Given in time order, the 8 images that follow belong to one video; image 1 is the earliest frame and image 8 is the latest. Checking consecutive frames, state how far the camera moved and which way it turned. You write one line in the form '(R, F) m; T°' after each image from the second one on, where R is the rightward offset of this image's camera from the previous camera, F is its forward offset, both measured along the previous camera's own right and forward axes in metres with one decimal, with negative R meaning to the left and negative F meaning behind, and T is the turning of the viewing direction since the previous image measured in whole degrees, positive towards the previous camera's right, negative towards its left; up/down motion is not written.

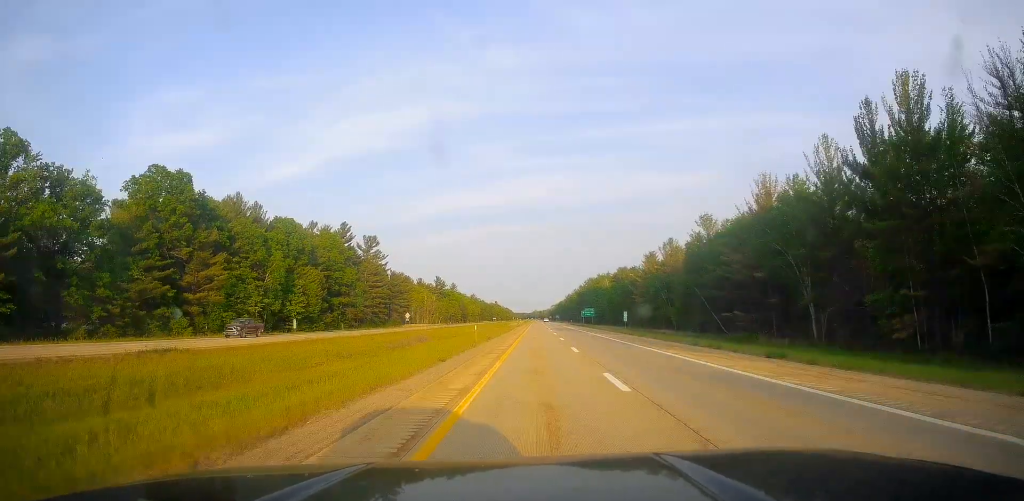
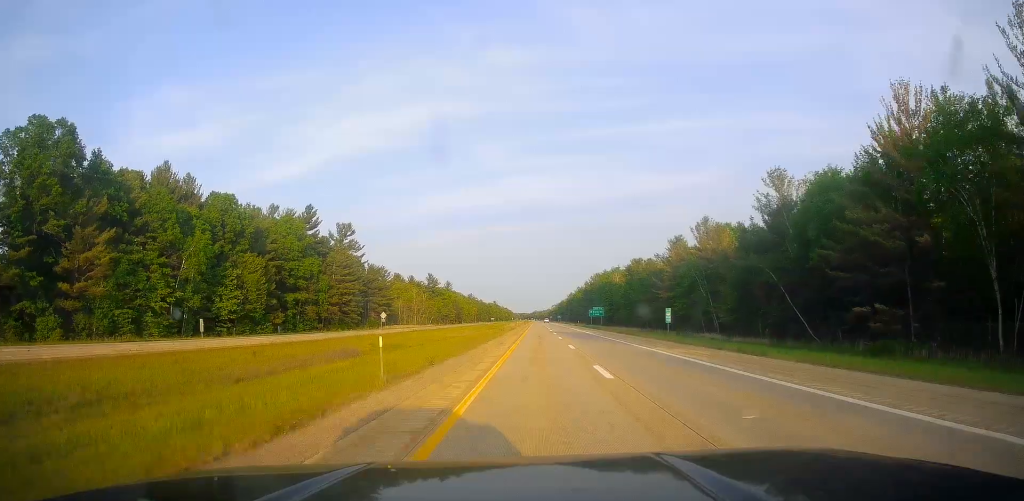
(+0.5, +27.5) m; 0°
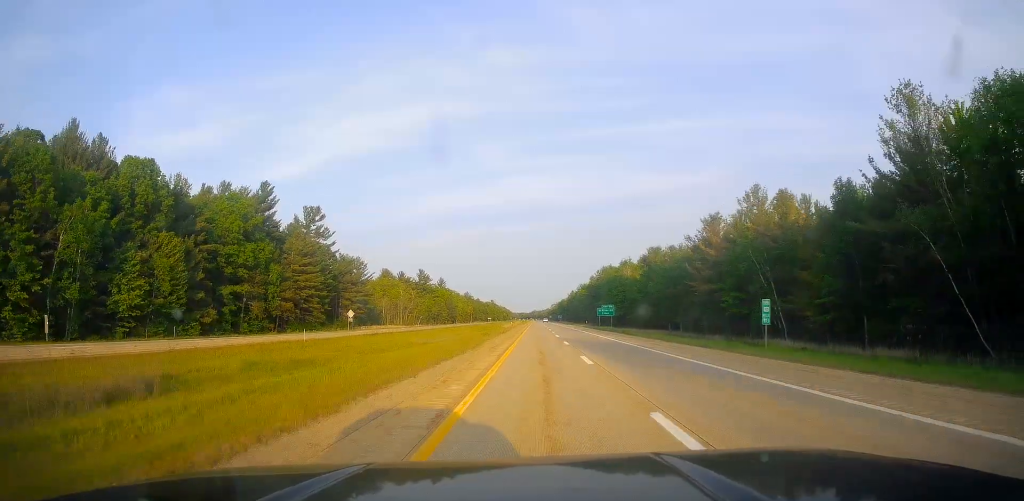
(-0.1, +25.1) m; 0°
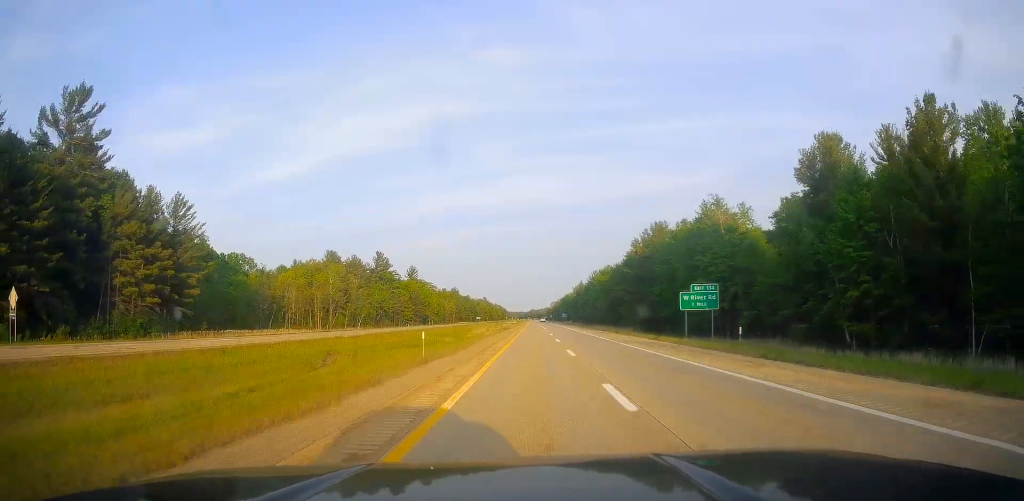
(-0.3, +86.0) m; 0°
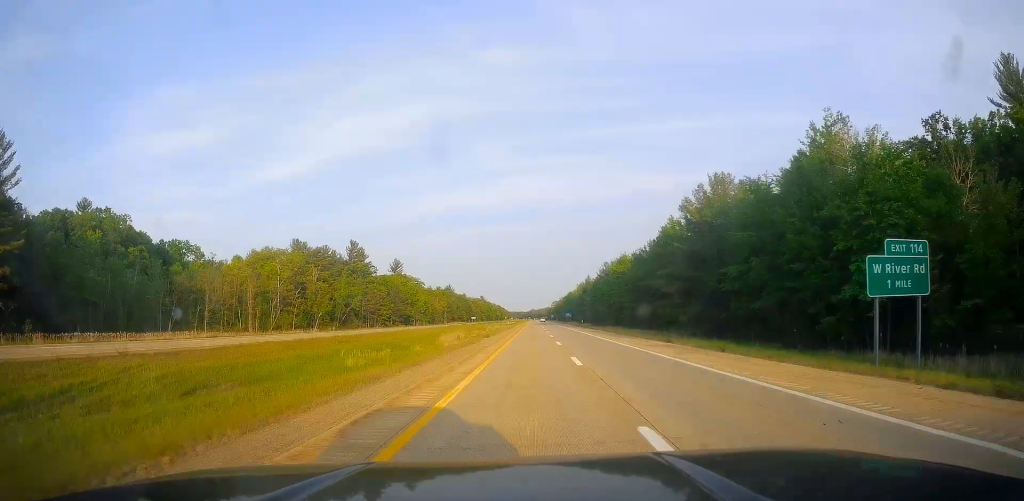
(+0.4, +35.8) m; 0°
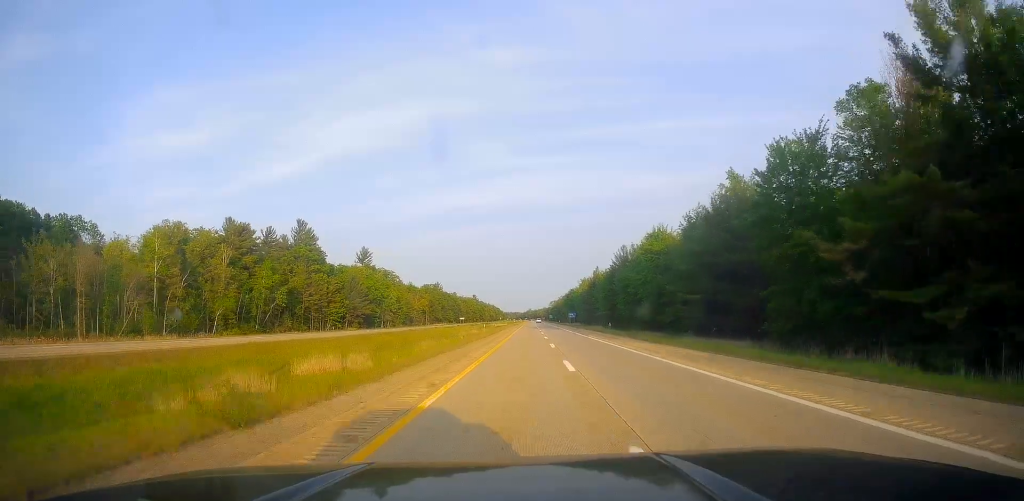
(-0.3, +46.5) m; 0°
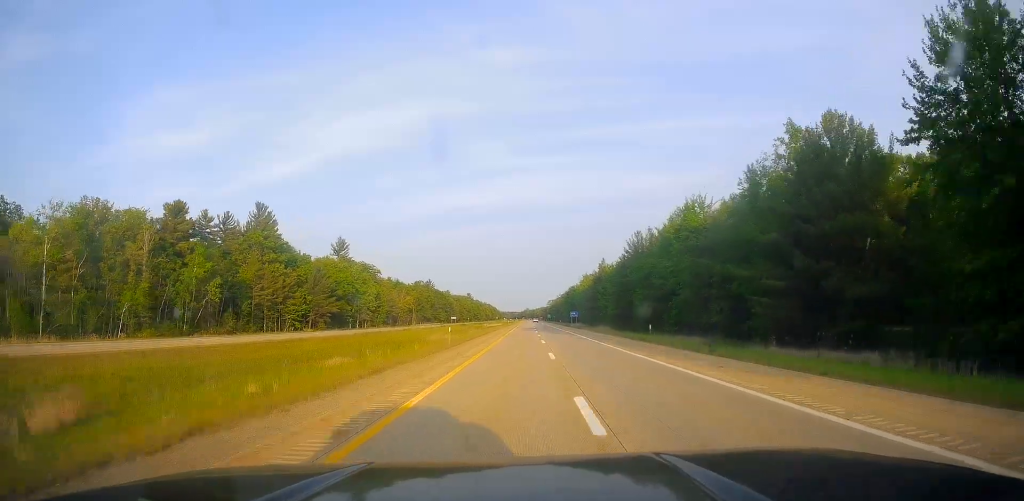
(+0.2, +25.1) m; 0°
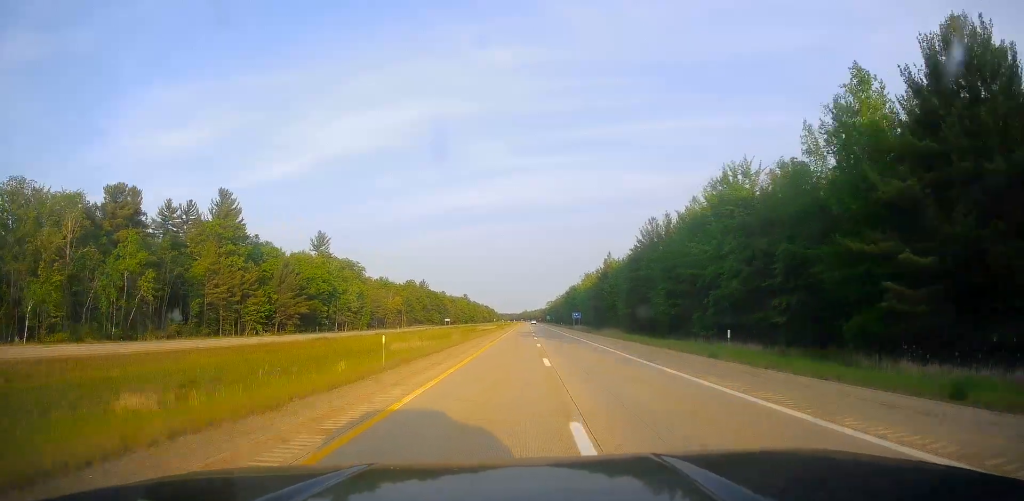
(-0.1, +17.9) m; 0°
